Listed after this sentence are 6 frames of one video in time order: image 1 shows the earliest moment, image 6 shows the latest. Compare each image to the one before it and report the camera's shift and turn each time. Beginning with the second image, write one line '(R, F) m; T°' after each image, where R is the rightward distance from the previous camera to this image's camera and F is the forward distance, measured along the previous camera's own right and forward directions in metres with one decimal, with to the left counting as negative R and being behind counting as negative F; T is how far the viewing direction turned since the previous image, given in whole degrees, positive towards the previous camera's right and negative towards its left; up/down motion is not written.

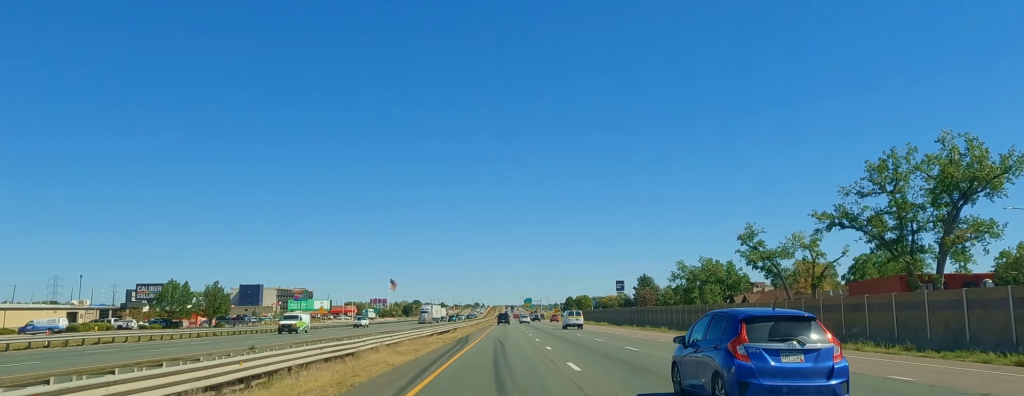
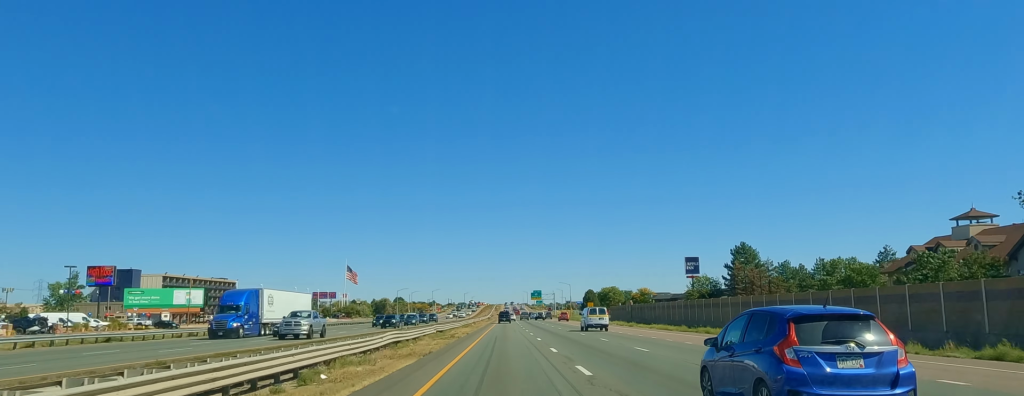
(+0.7, +111.1) m; +1°
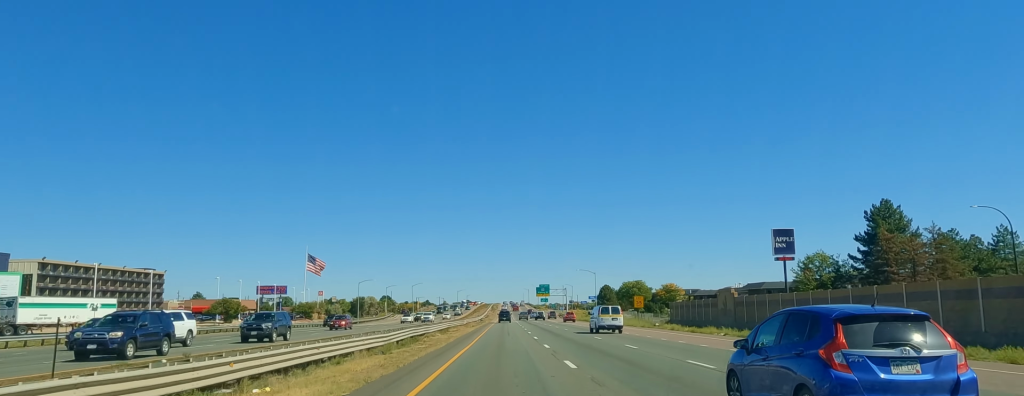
(0.0, +58.2) m; 0°
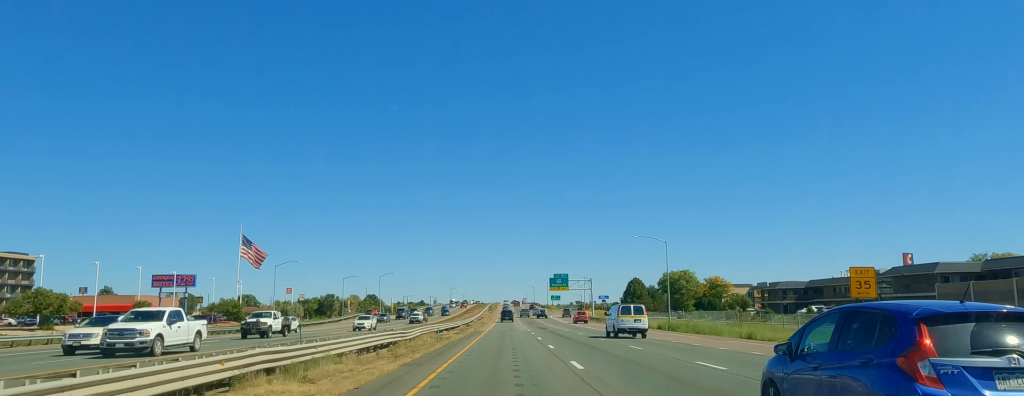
(0.0, +61.6) m; 0°
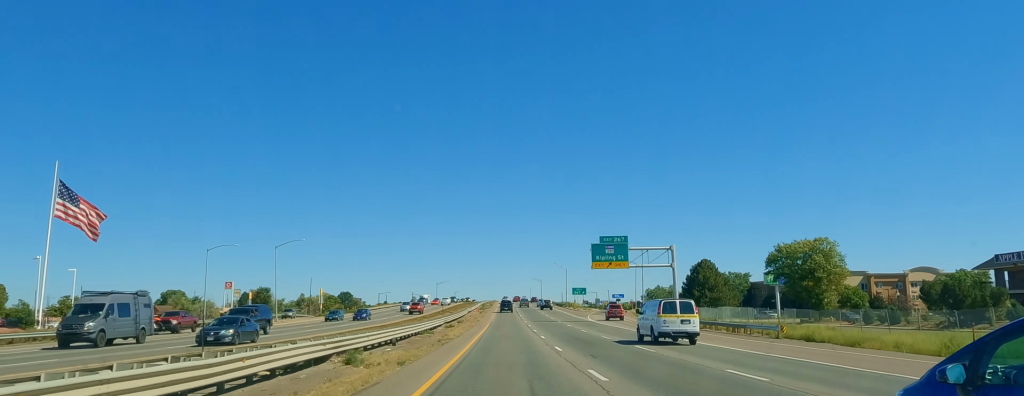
(0.0, +75.5) m; 0°
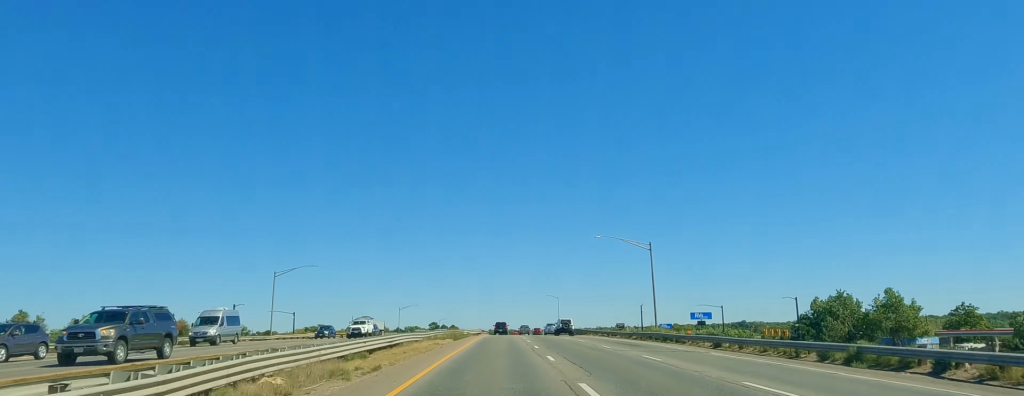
(0.0, +210.1) m; 0°
